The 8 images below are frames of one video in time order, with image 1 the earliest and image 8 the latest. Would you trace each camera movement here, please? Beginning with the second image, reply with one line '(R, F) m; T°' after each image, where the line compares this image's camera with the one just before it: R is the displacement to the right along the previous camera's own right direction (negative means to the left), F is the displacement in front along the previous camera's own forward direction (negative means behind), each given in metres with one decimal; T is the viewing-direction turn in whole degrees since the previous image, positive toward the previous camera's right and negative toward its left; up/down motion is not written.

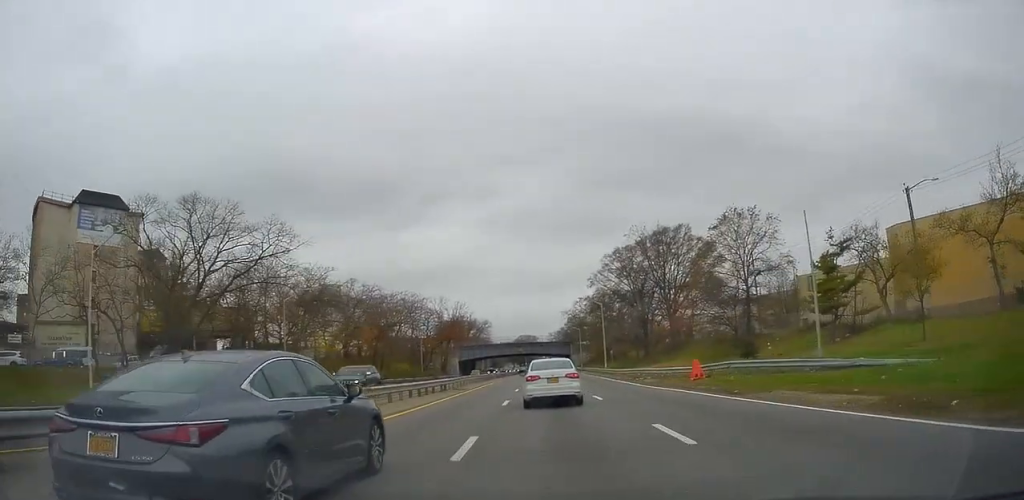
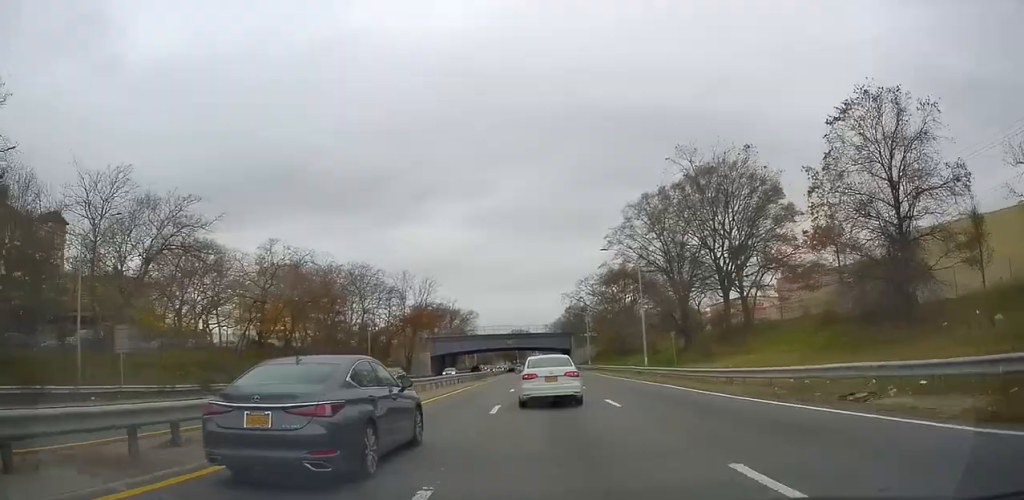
(+0.4, +28.3) m; +1°
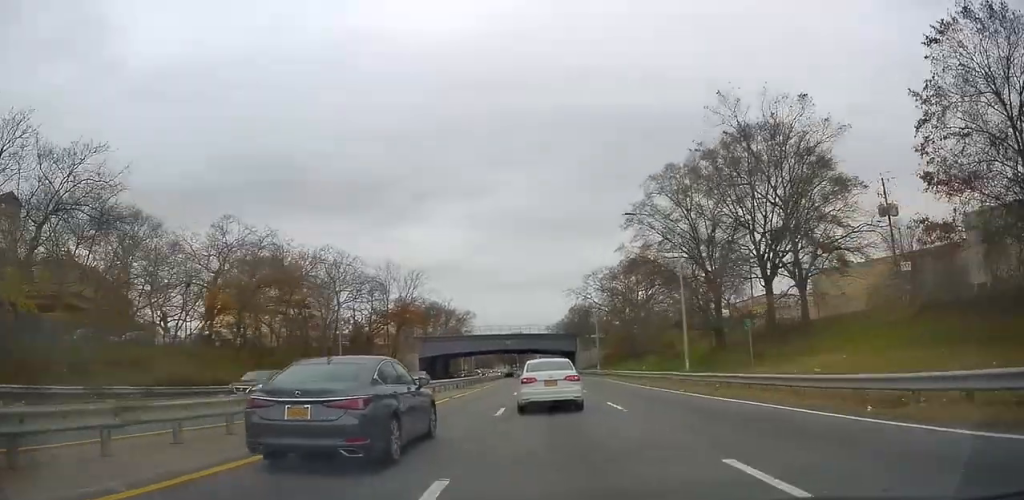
(0.0, +11.3) m; 0°
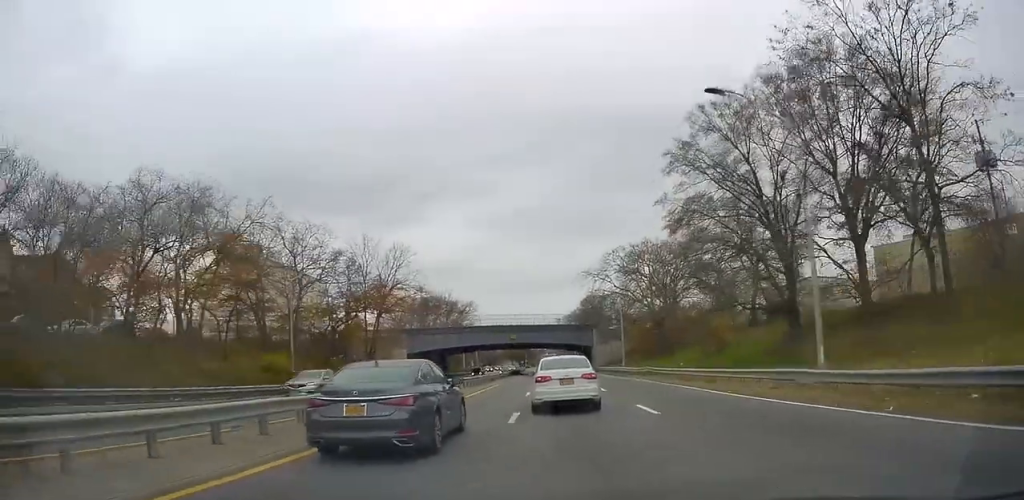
(0.0, +14.4) m; -1°
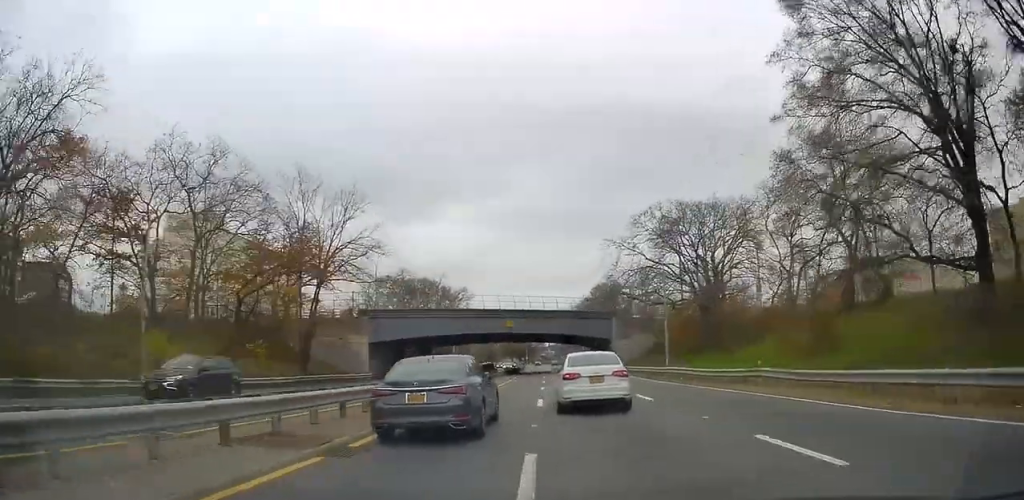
(-0.3, +19.4) m; 0°
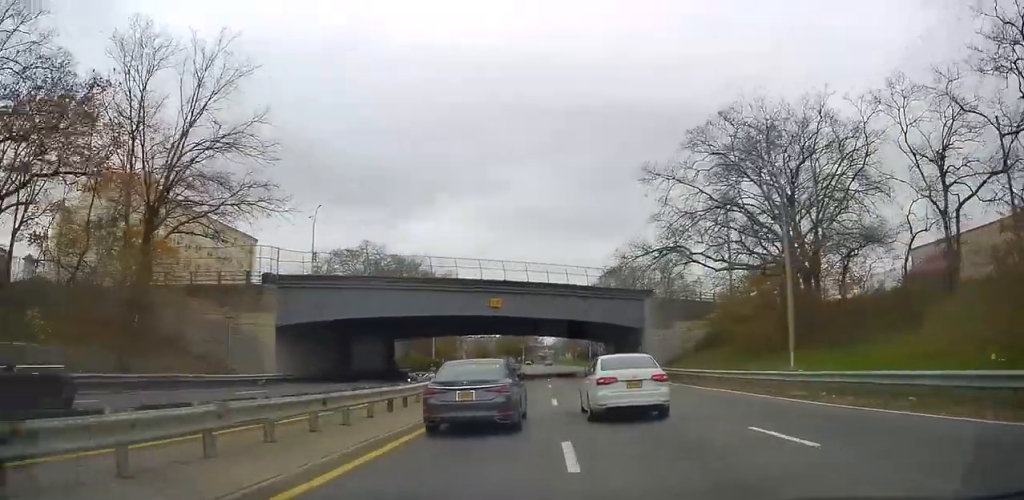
(+0.2, +21.8) m; 0°
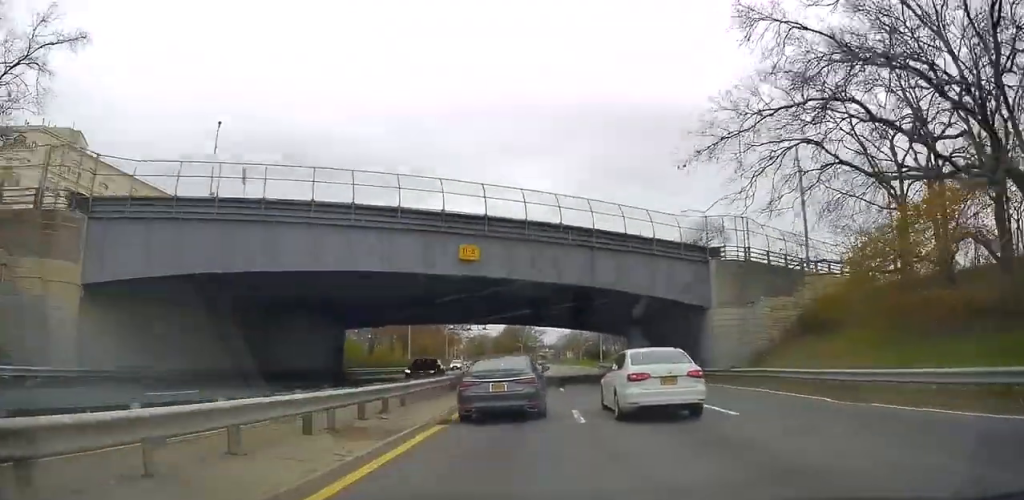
(0.0, +18.9) m; -1°
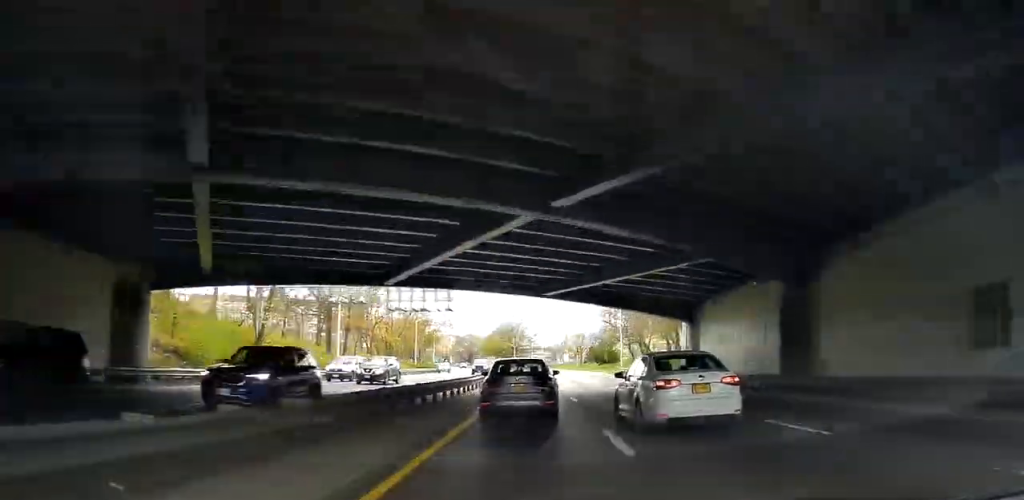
(-0.4, +27.3) m; 0°
